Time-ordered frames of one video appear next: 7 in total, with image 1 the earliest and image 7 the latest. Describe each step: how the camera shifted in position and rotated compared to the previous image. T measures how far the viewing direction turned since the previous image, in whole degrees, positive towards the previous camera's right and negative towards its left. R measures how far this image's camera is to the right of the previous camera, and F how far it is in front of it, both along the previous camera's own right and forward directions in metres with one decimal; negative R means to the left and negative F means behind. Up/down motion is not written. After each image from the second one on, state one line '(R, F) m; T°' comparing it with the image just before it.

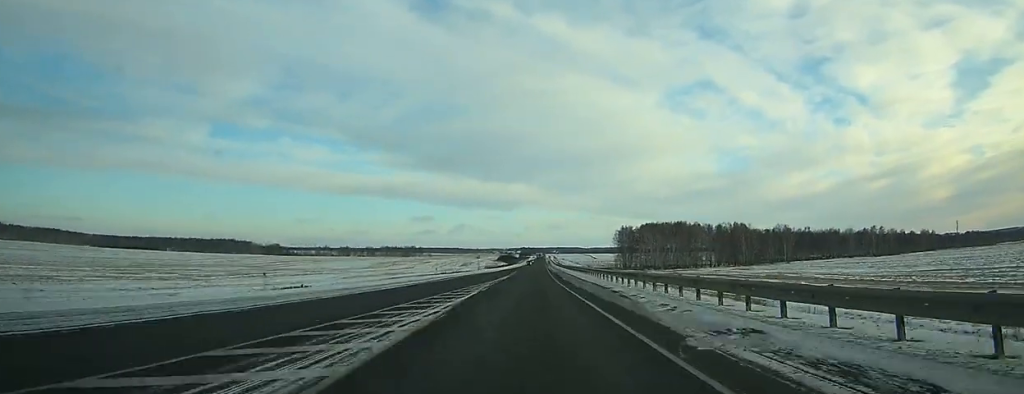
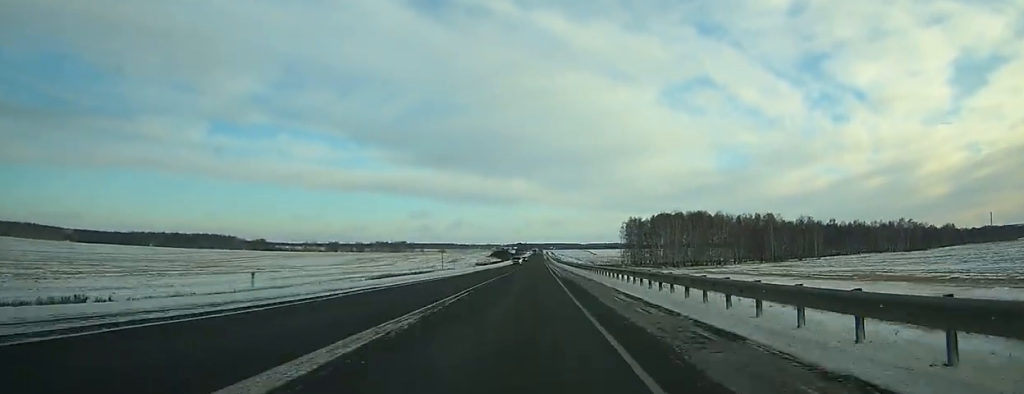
(-0.2, +38.1) m; 0°
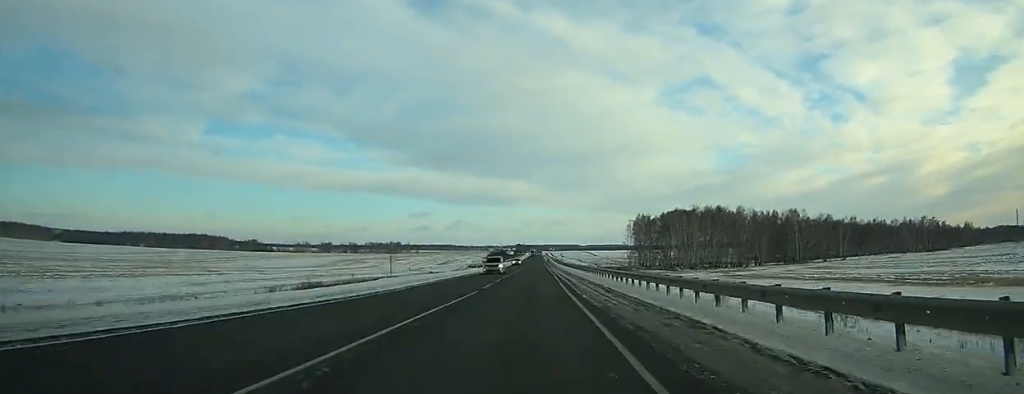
(-0.1, +24.8) m; 0°
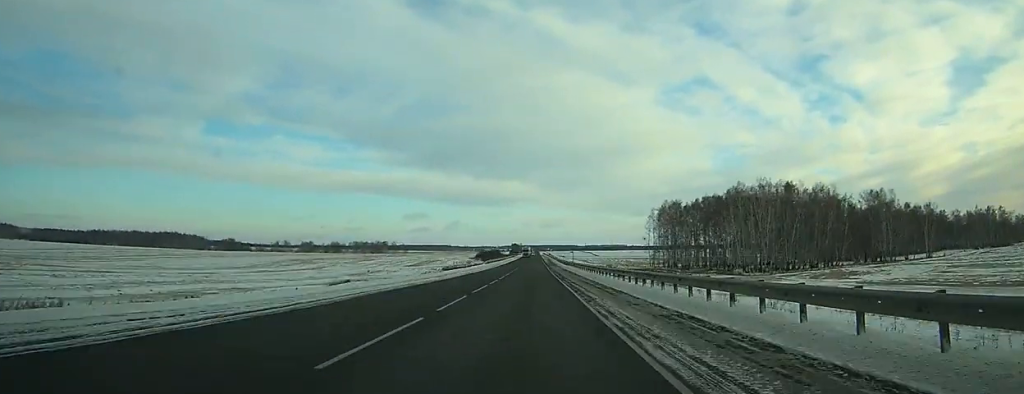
(+0.1, +60.8) m; +1°
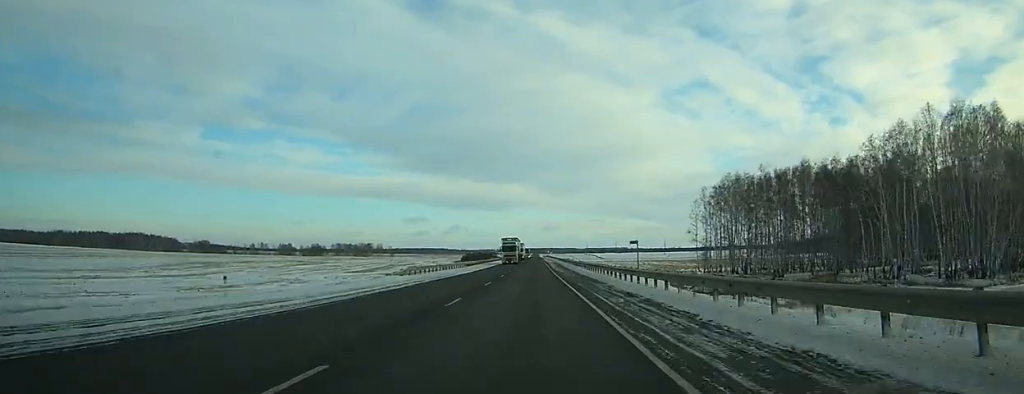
(+0.4, +66.3) m; 0°
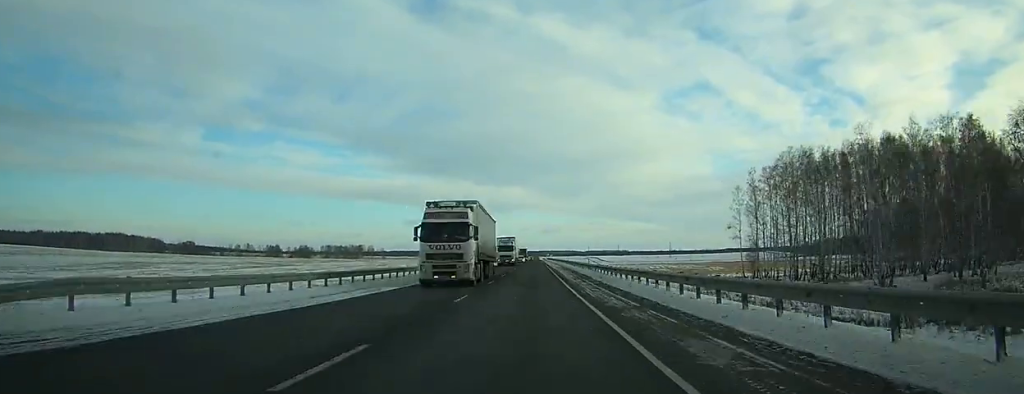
(+0.1, +34.0) m; 0°
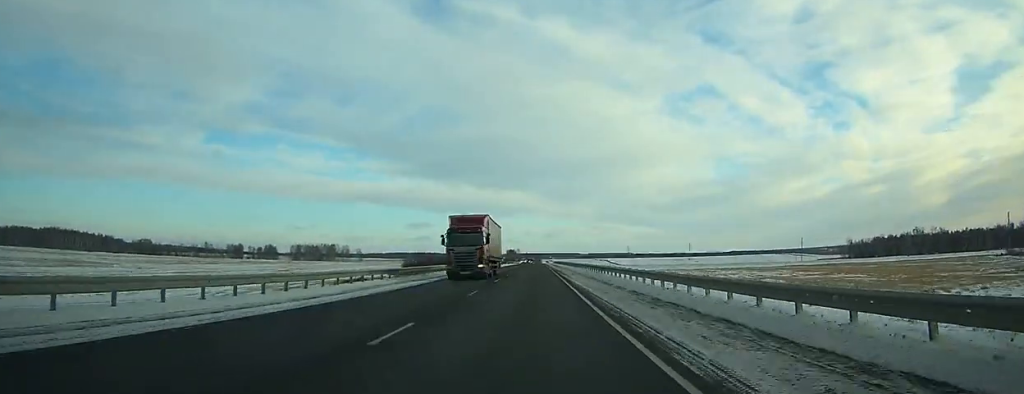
(-0.6, +93.1) m; 0°
